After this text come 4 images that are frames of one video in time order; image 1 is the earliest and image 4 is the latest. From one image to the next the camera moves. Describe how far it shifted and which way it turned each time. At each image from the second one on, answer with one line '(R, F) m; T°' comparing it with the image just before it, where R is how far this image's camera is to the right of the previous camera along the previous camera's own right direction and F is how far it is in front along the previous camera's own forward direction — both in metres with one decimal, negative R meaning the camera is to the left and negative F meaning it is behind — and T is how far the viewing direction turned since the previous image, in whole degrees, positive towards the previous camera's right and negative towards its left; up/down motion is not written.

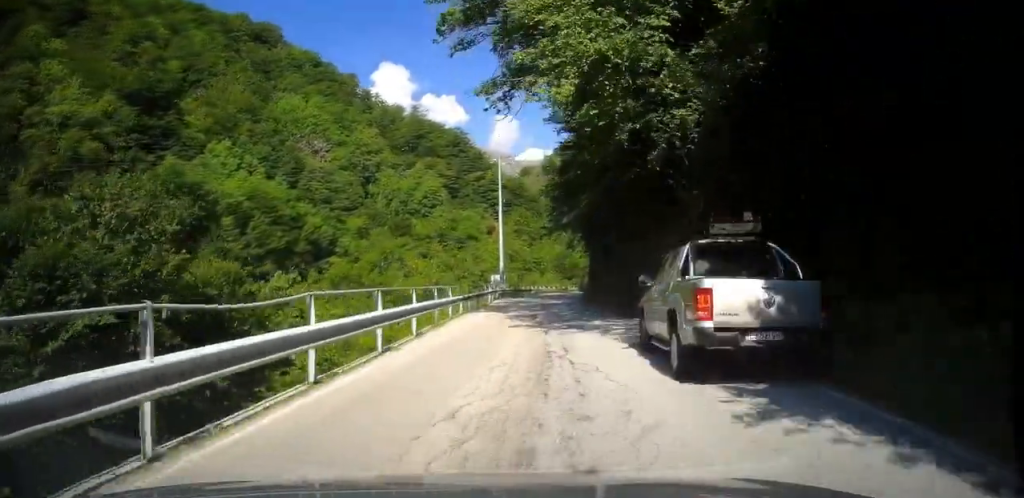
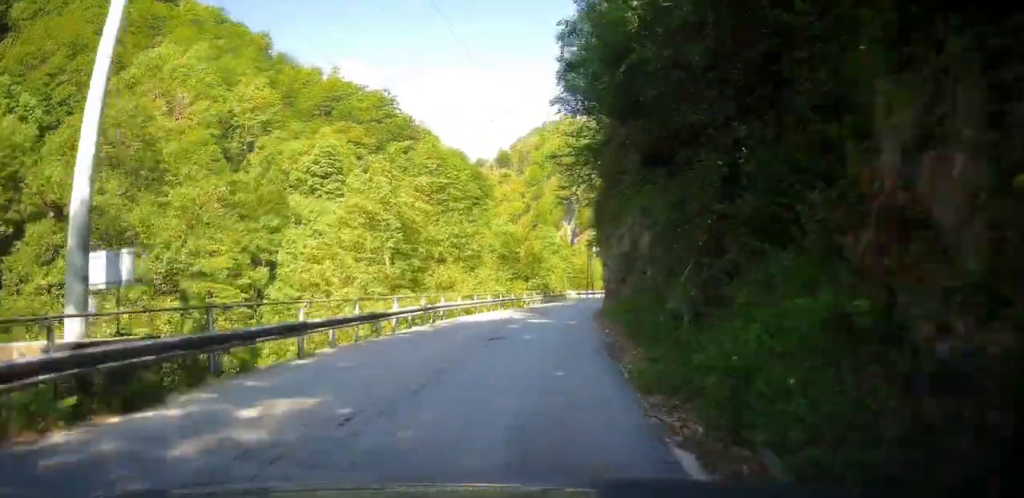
(+2.0, +49.5) m; +7°
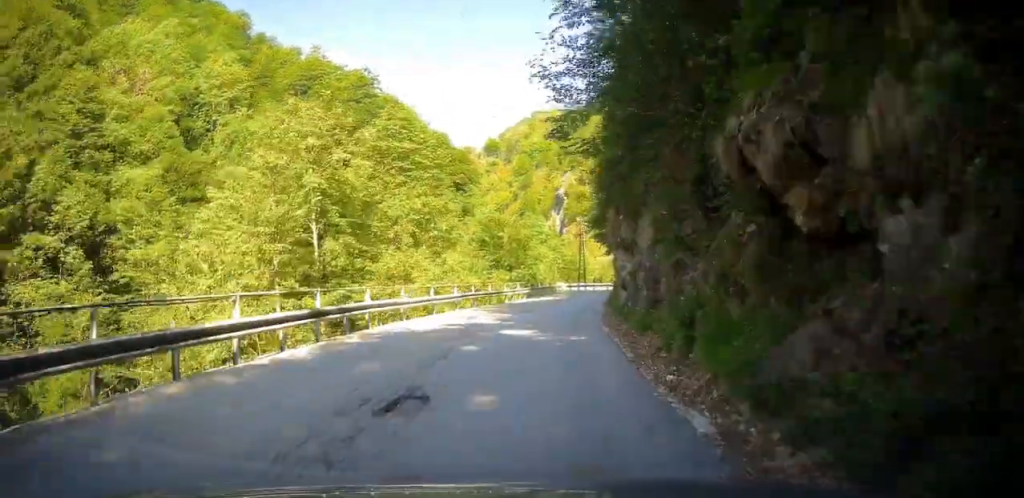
(+0.1, +10.3) m; +1°
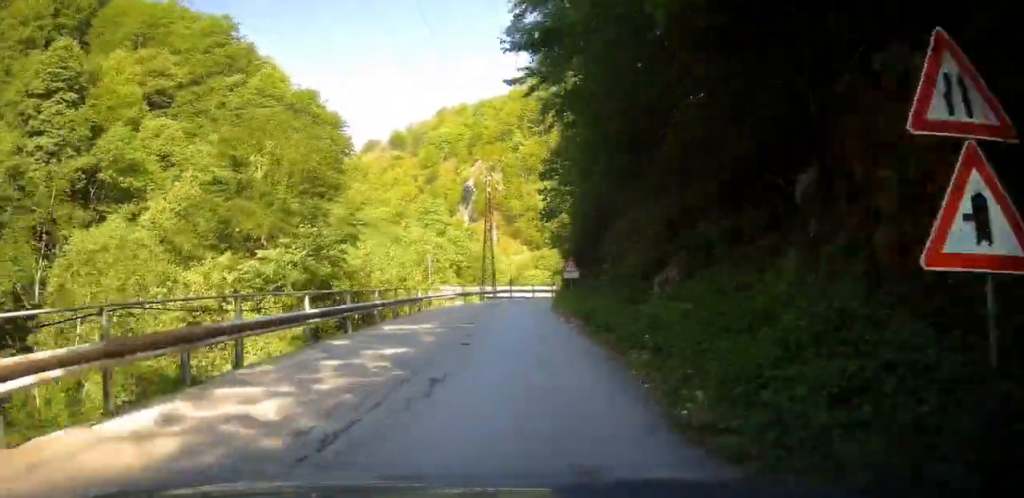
(+1.6, +39.1) m; +5°
